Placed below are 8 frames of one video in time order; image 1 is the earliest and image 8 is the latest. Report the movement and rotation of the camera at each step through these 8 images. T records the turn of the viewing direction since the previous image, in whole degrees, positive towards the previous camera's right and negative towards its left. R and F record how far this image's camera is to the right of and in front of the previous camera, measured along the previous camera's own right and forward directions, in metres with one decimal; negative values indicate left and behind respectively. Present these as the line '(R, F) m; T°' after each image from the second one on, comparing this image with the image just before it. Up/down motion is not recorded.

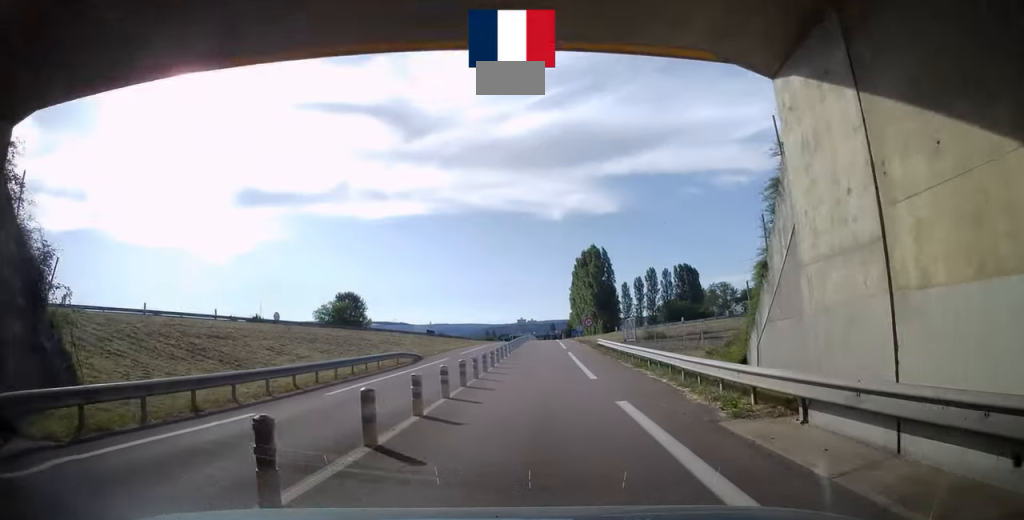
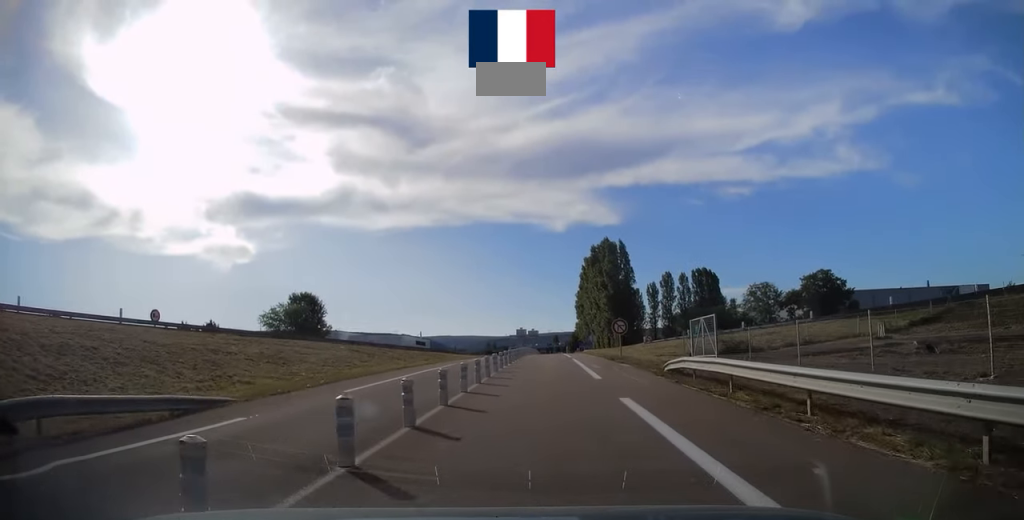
(-0.9, +25.8) m; -3°
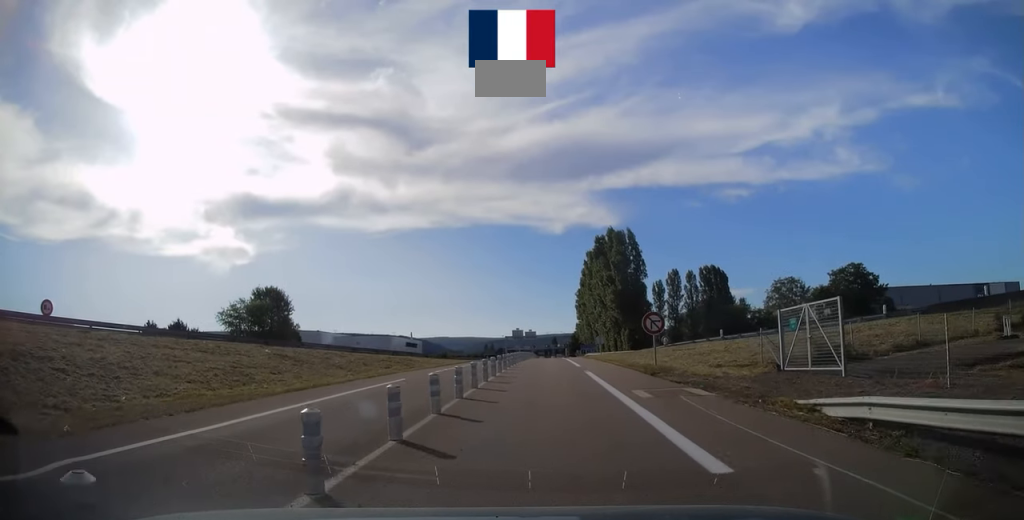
(0.0, +13.7) m; +2°
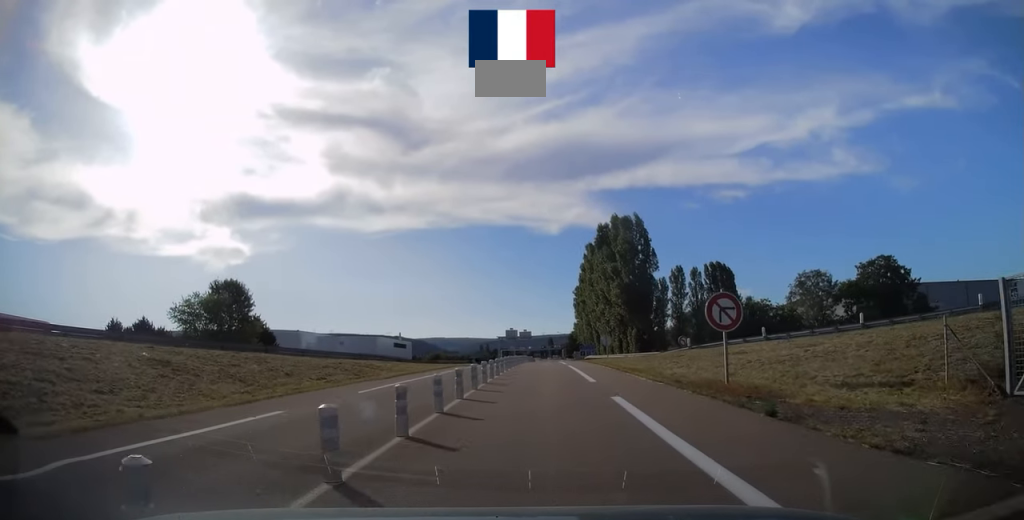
(+0.4, +12.0) m; +1°
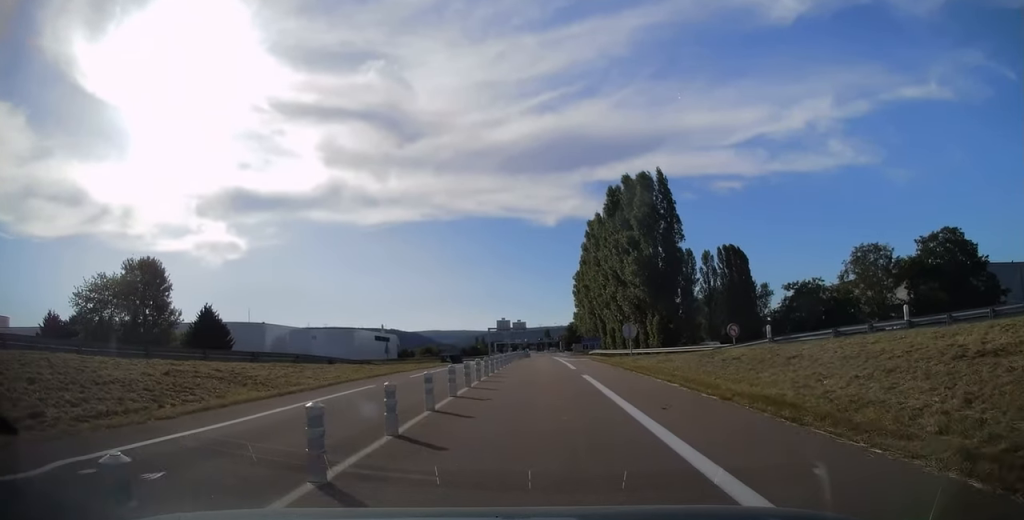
(-0.1, +18.8) m; 0°
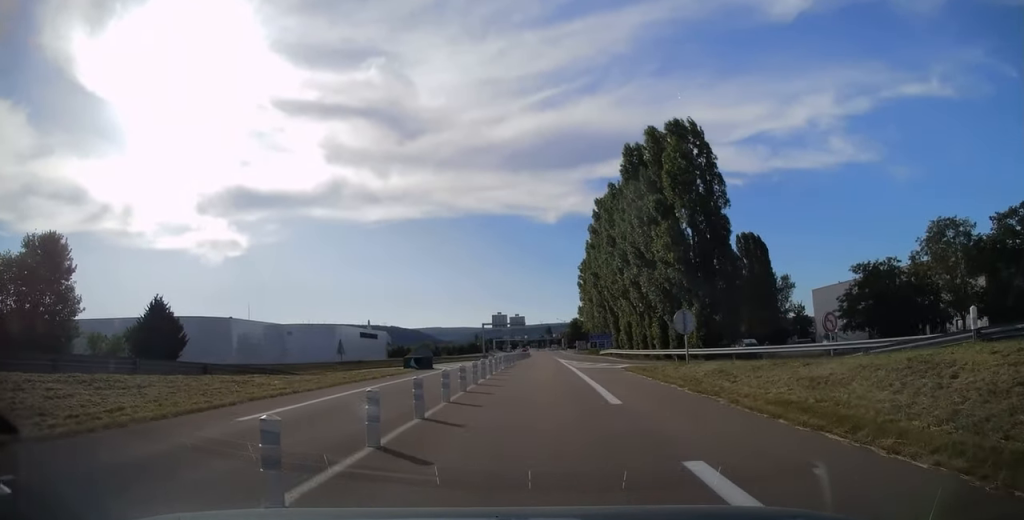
(+0.1, +16.1) m; +1°
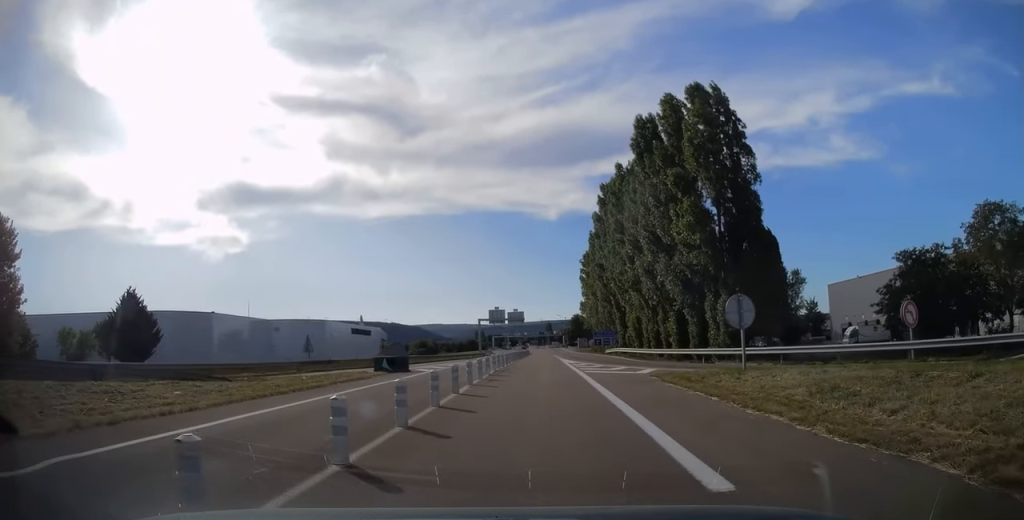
(0.0, +7.4) m; +1°
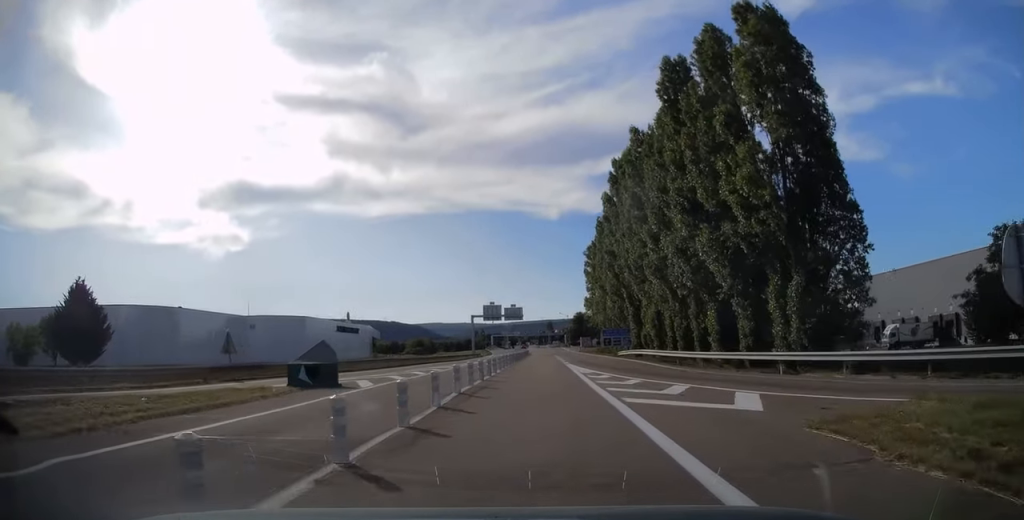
(+0.2, +12.1) m; +1°
